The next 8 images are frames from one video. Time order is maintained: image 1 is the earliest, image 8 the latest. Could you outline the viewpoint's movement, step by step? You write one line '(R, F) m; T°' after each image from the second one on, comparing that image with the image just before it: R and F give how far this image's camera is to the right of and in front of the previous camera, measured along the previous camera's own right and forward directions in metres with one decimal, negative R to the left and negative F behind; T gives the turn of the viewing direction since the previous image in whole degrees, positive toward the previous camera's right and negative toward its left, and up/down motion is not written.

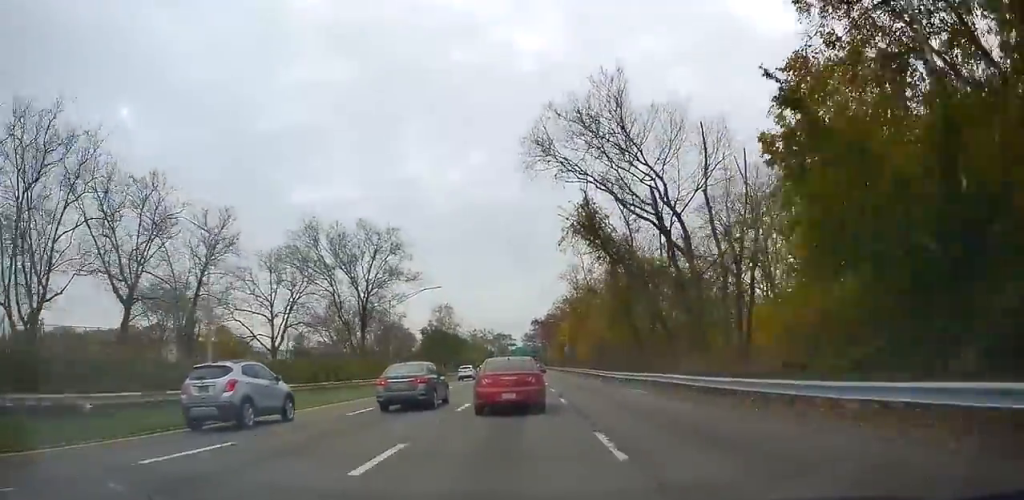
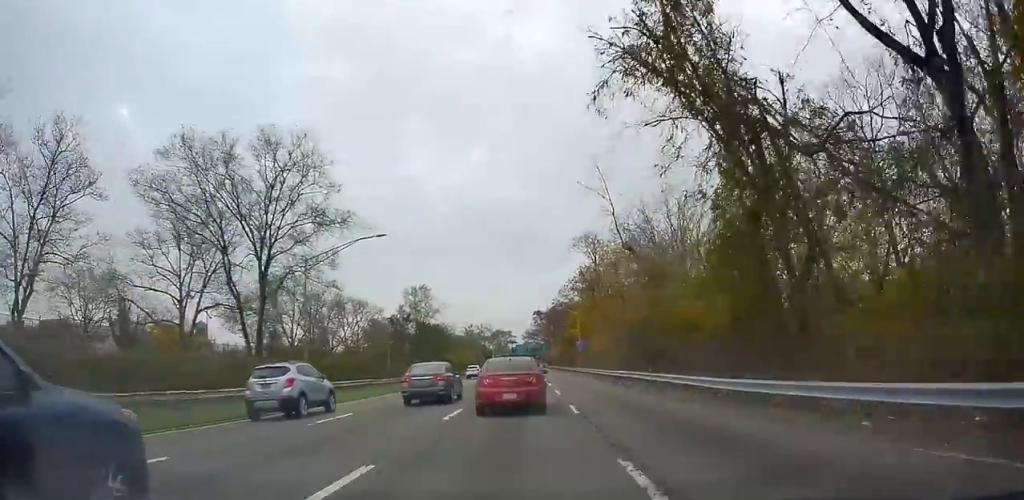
(0.0, +22.6) m; -1°
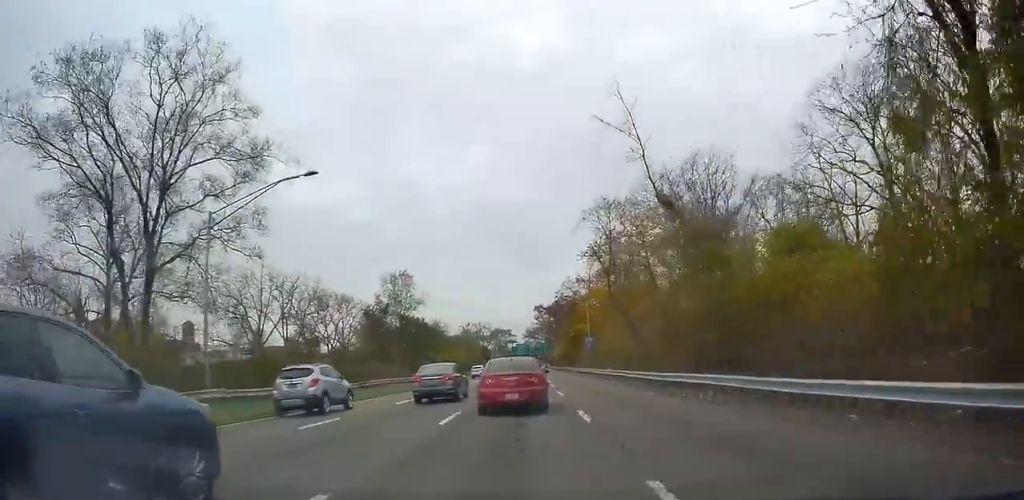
(+0.2, +11.8) m; -1°
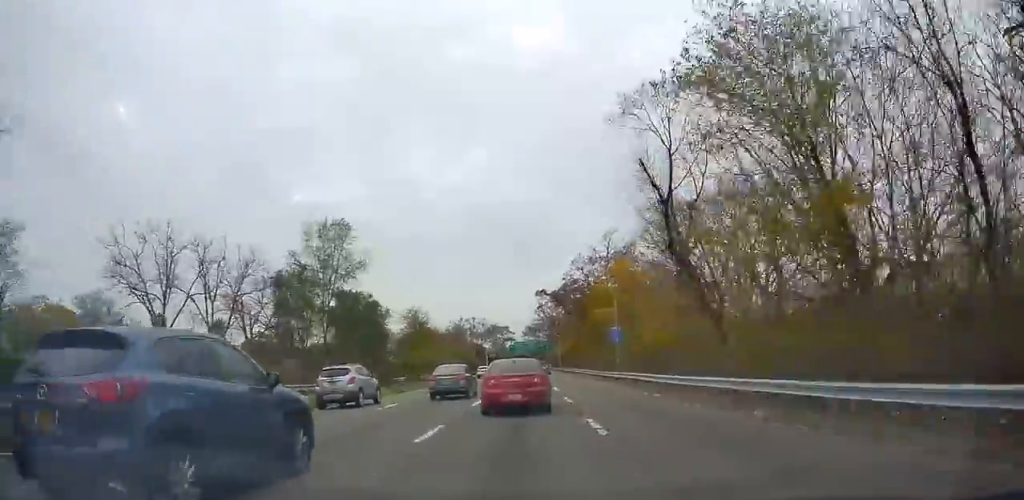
(-0.7, +22.8) m; -1°
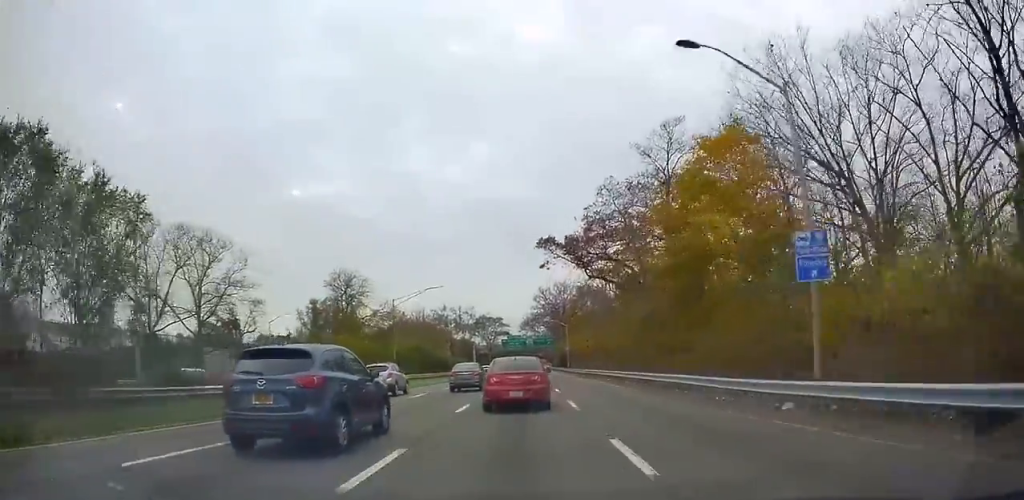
(+0.4, +34.8) m; +1°
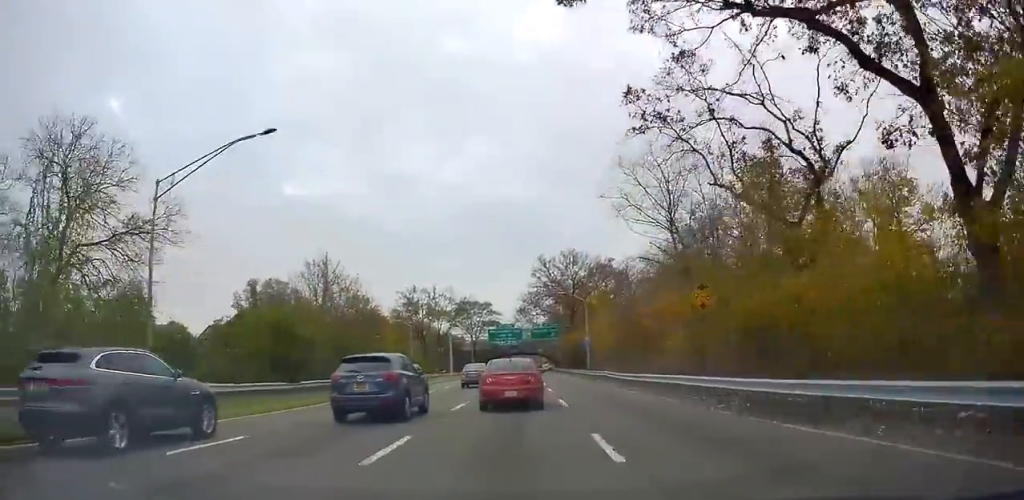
(0.0, +39.5) m; -1°
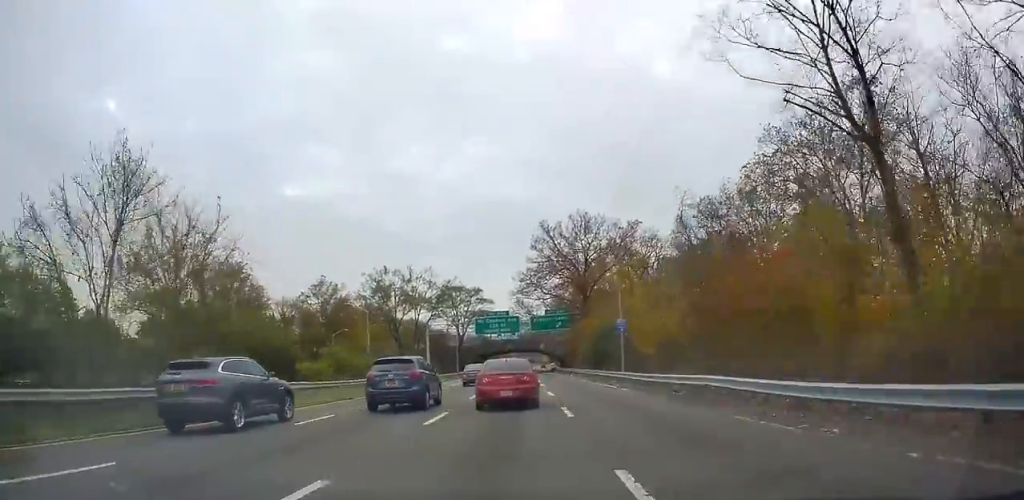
(-0.2, +24.5) m; 0°
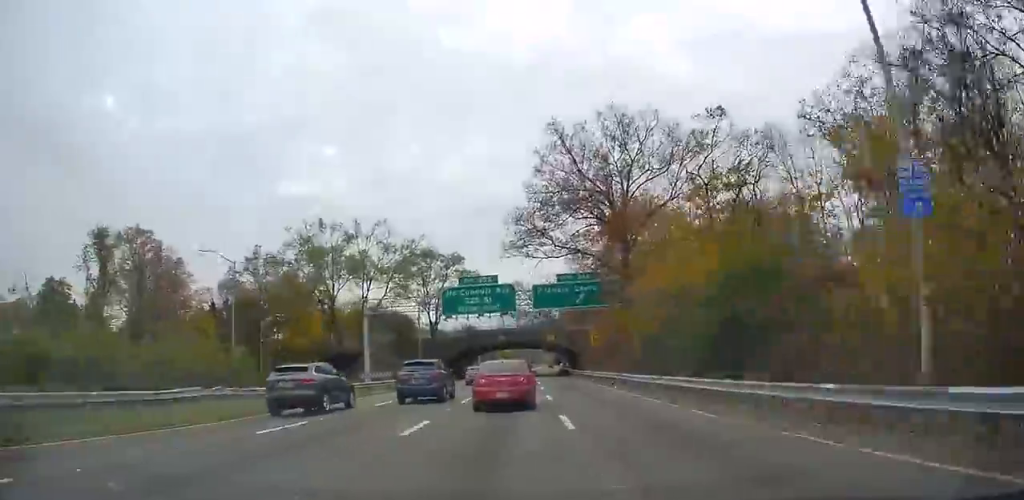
(+0.3, +32.7) m; 0°
